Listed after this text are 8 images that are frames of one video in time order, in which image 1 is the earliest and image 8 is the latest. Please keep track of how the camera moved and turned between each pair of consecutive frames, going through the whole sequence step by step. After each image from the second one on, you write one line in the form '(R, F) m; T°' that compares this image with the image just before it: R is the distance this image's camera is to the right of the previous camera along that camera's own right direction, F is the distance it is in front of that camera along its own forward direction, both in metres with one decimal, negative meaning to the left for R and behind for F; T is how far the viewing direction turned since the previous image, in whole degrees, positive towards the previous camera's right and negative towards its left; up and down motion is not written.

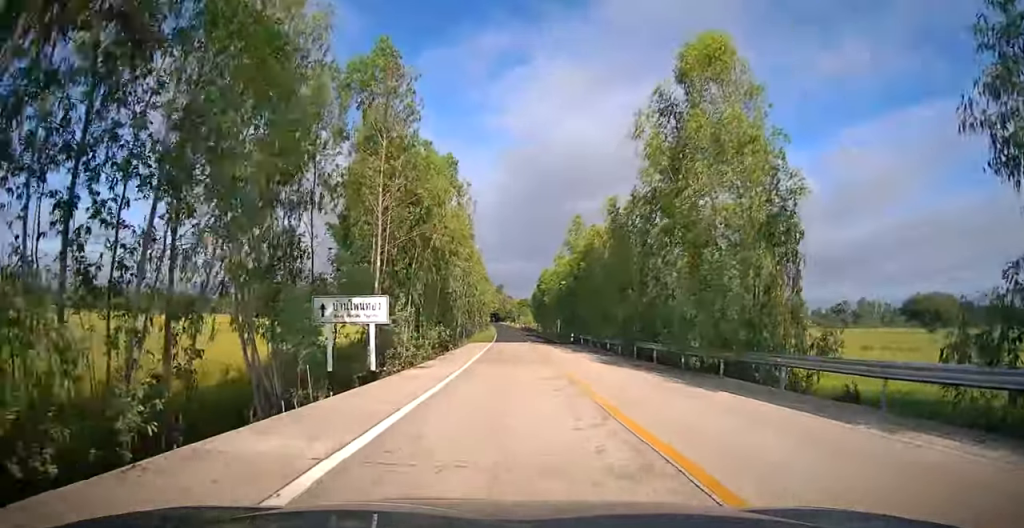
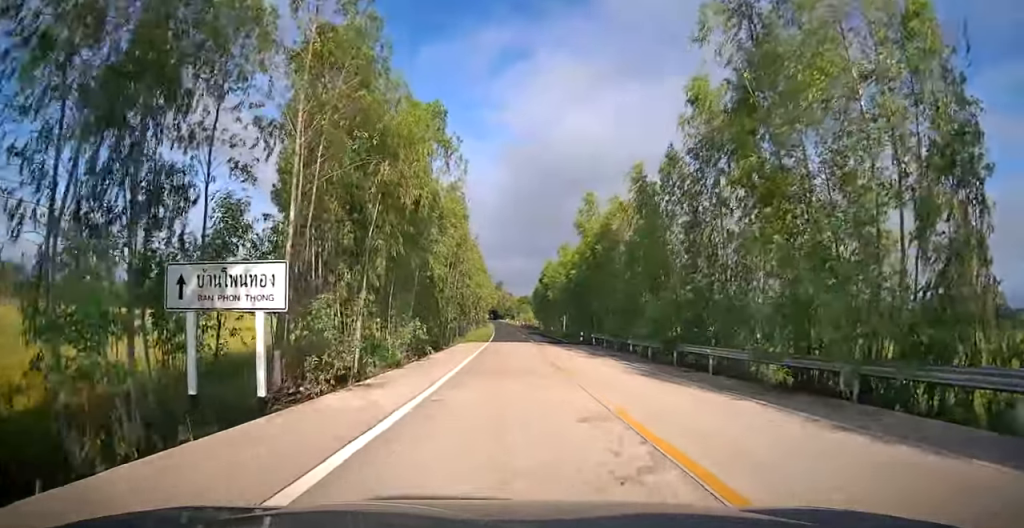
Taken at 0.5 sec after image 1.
(+0.3, +7.1) m; -1°
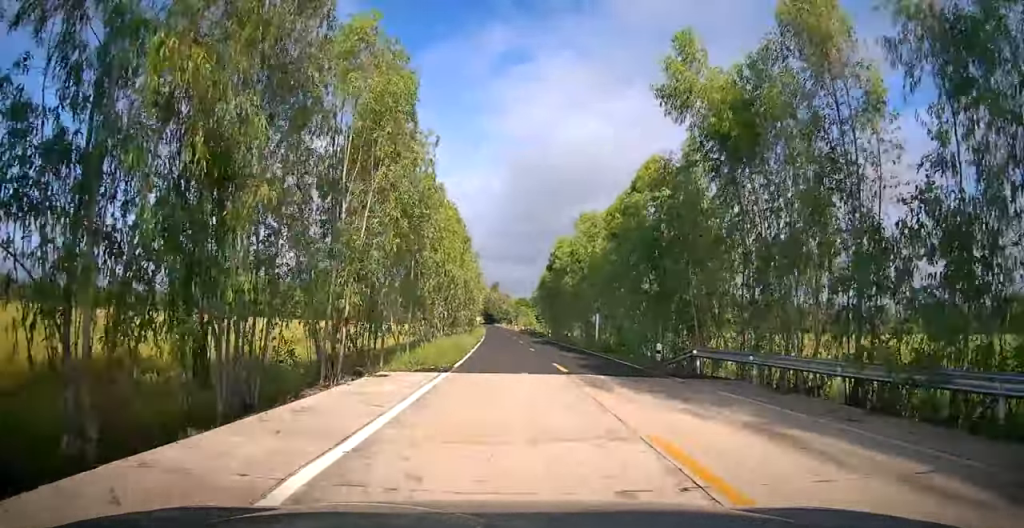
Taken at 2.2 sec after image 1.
(-0.7, +23.9) m; 0°
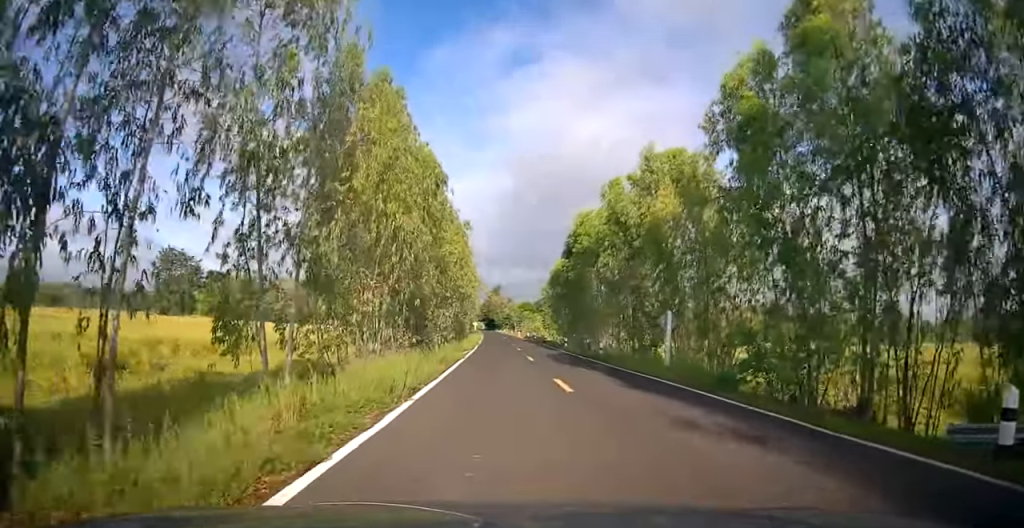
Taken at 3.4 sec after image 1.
(+0.1, +15.7) m; 0°
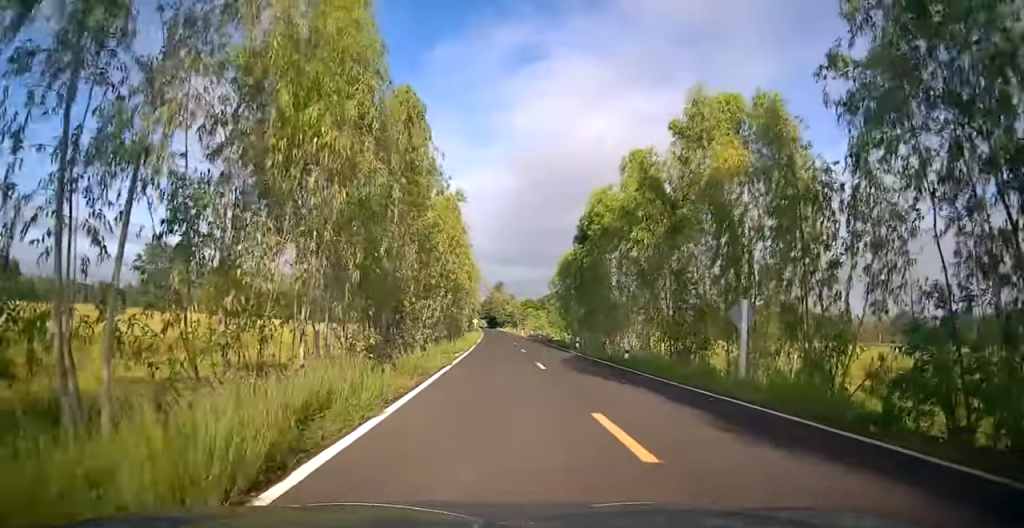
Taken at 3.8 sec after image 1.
(0.0, +6.4) m; 0°
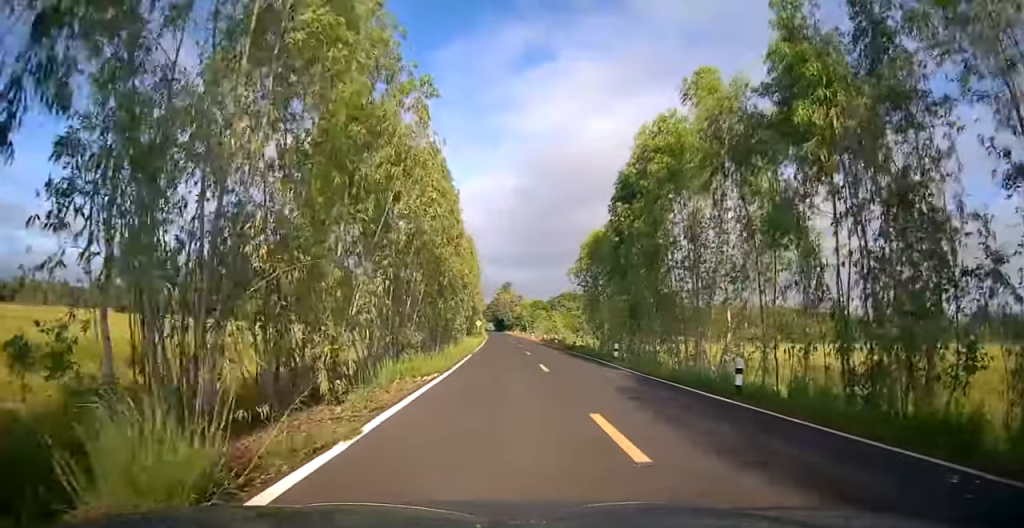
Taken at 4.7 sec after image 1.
(0.0, +12.1) m; -1°
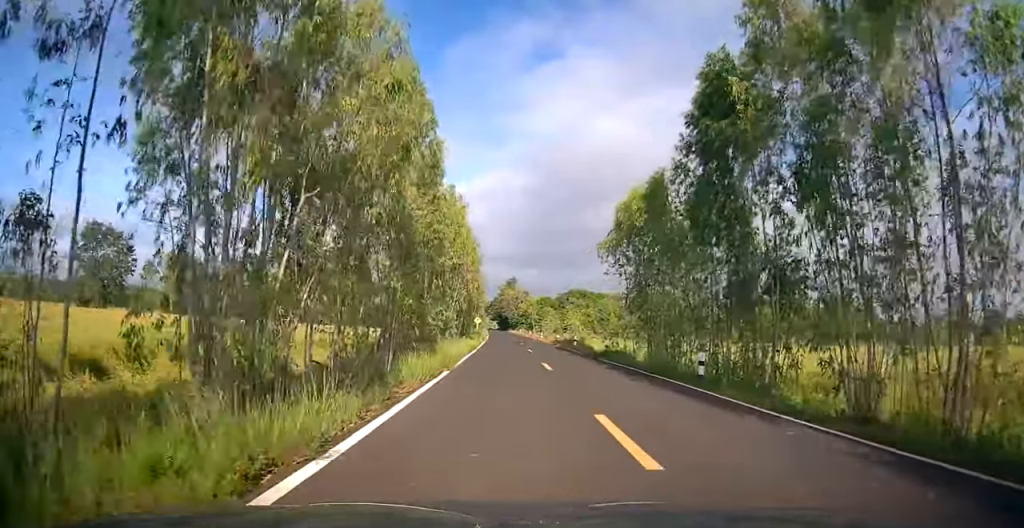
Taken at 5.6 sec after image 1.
(-0.1, +12.3) m; -1°
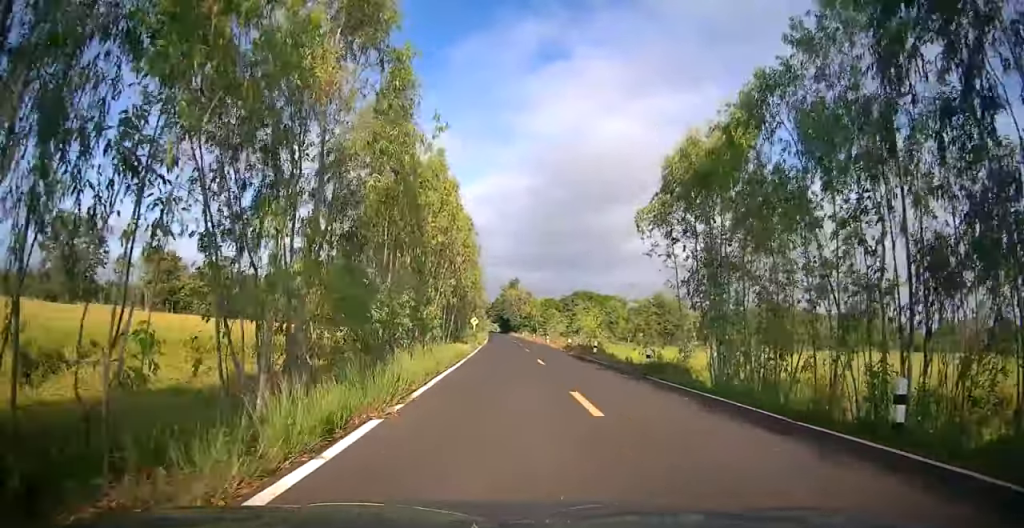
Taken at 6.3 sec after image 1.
(-0.1, +8.9) m; -1°
